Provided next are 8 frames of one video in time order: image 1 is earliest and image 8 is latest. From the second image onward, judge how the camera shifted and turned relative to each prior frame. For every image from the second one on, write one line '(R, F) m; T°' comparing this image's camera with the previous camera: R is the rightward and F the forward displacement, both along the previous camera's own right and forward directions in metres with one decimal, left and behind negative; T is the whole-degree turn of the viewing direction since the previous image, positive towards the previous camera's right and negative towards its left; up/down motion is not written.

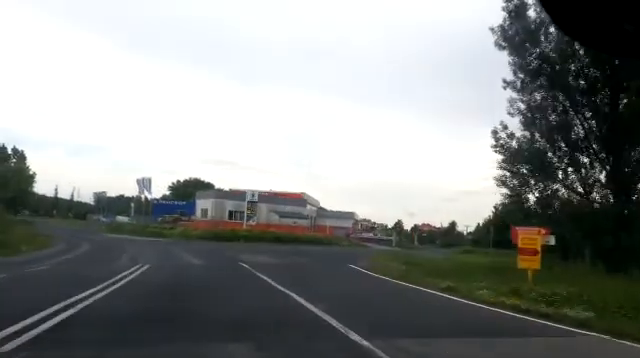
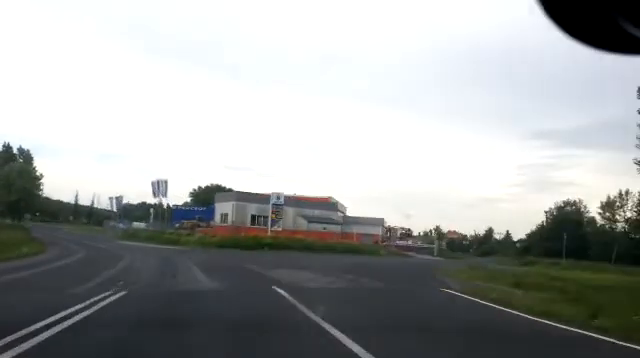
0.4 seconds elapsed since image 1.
(-0.2, +7.8) m; -2°
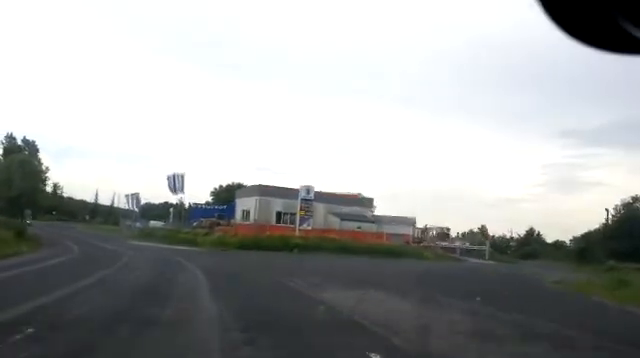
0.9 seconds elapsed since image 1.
(0.0, +7.8) m; -2°
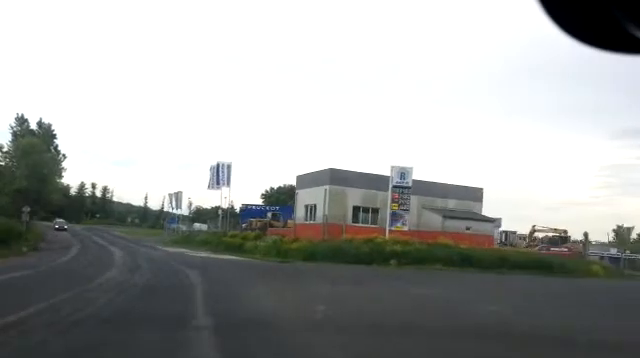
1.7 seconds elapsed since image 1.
(-0.6, +15.5) m; -7°
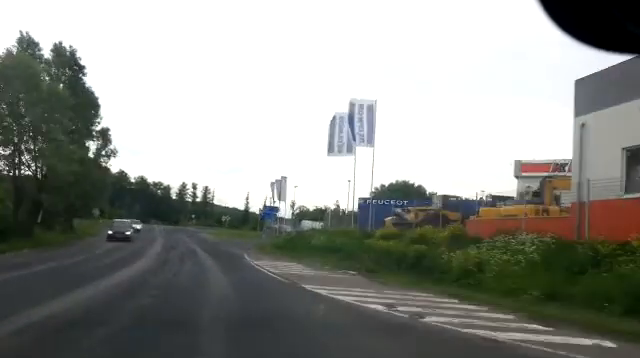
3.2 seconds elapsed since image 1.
(-3.3, +26.2) m; -11°
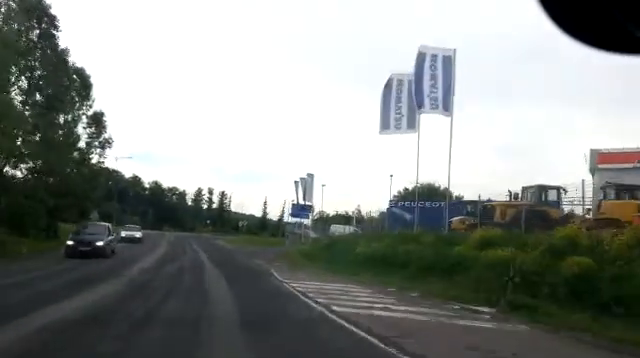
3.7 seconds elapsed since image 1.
(-0.3, +8.7) m; -2°
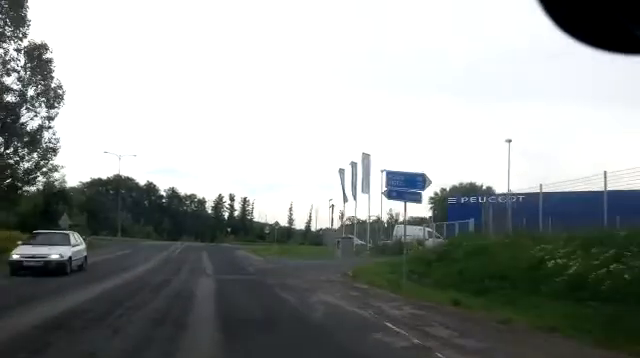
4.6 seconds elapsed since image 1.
(-0.2, +15.7) m; -3°
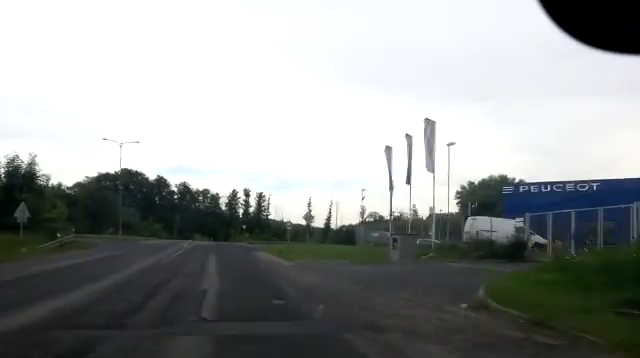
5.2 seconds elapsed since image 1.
(-0.2, +10.4) m; -2°
